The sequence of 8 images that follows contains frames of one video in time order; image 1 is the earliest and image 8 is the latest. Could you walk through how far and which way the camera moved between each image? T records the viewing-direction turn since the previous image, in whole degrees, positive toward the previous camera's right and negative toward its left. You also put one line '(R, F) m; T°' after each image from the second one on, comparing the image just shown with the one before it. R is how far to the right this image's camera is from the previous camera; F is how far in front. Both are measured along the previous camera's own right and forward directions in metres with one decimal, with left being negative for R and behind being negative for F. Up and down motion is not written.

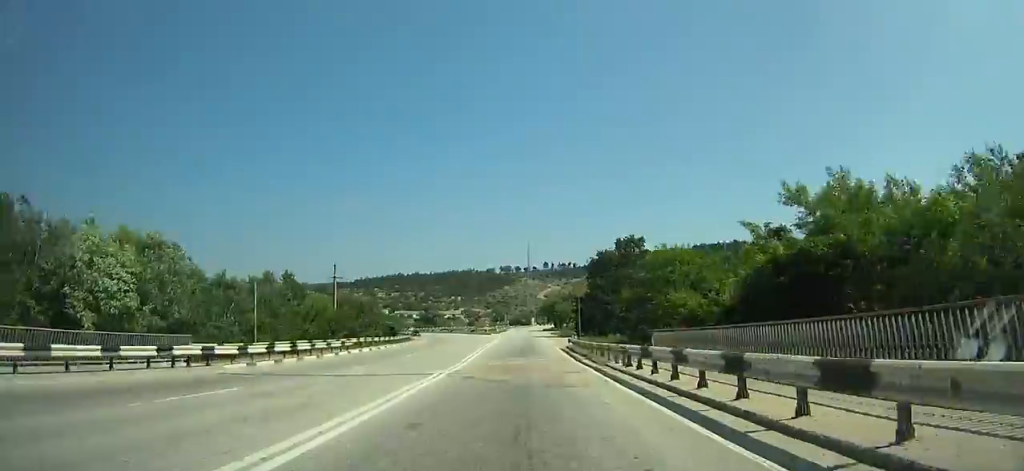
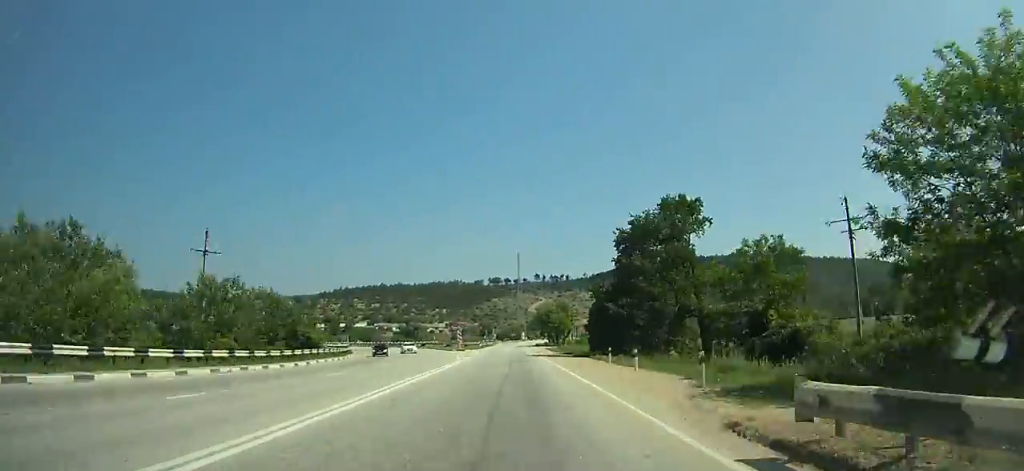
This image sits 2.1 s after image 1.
(+0.1, +34.2) m; 0°
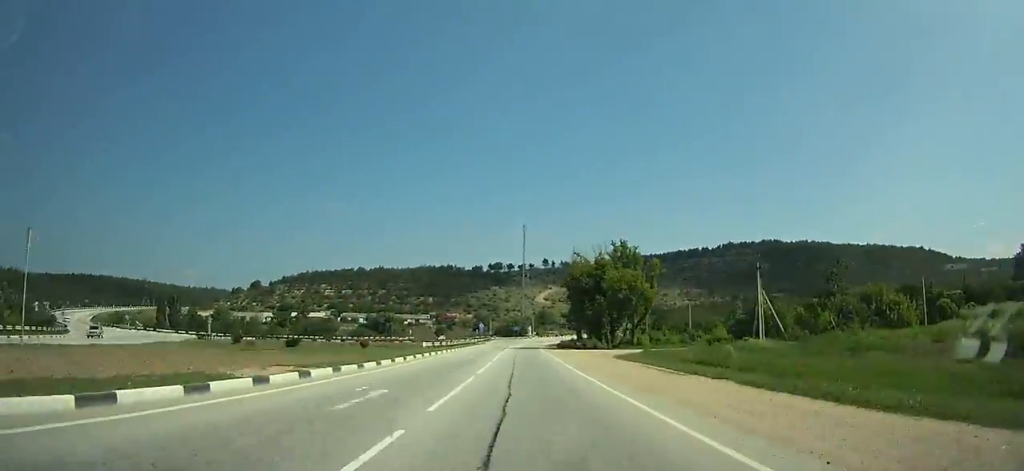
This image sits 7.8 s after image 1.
(0.0, +93.2) m; 0°
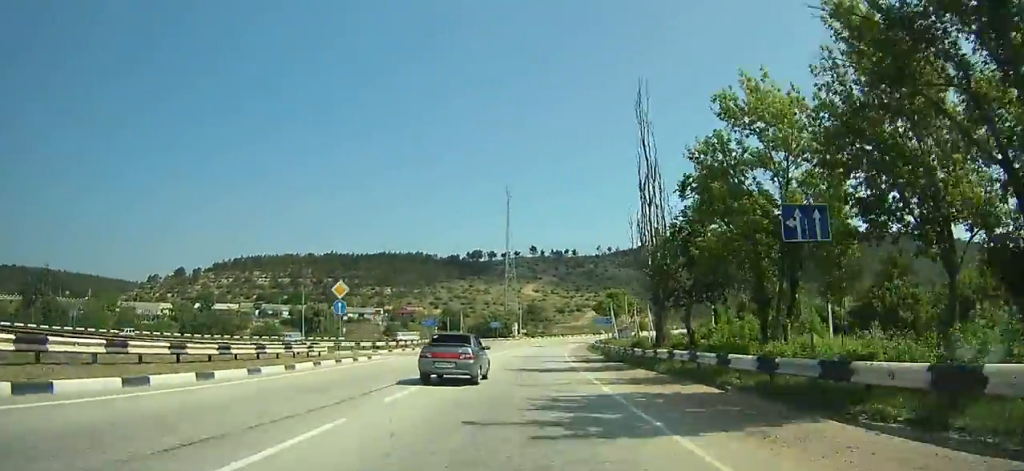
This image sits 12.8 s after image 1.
(+1.0, +81.3) m; +2°
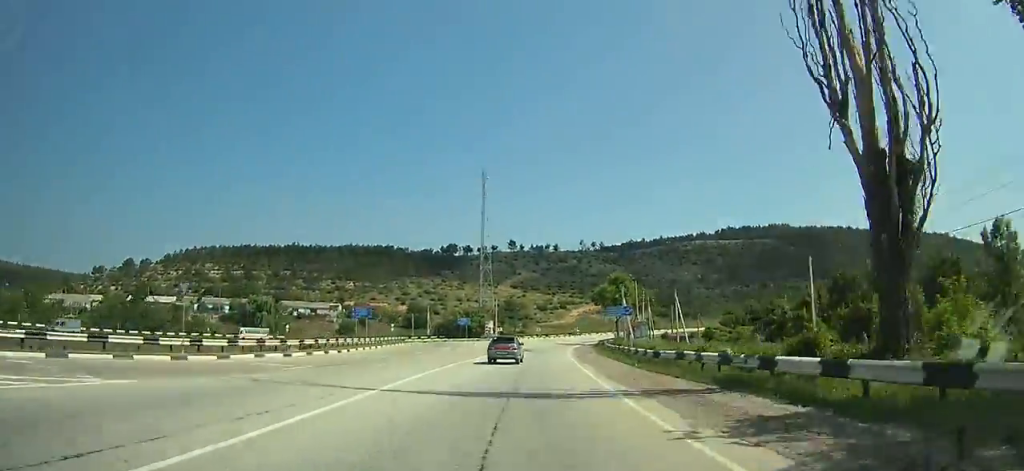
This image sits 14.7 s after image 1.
(+0.2, +30.5) m; +2°
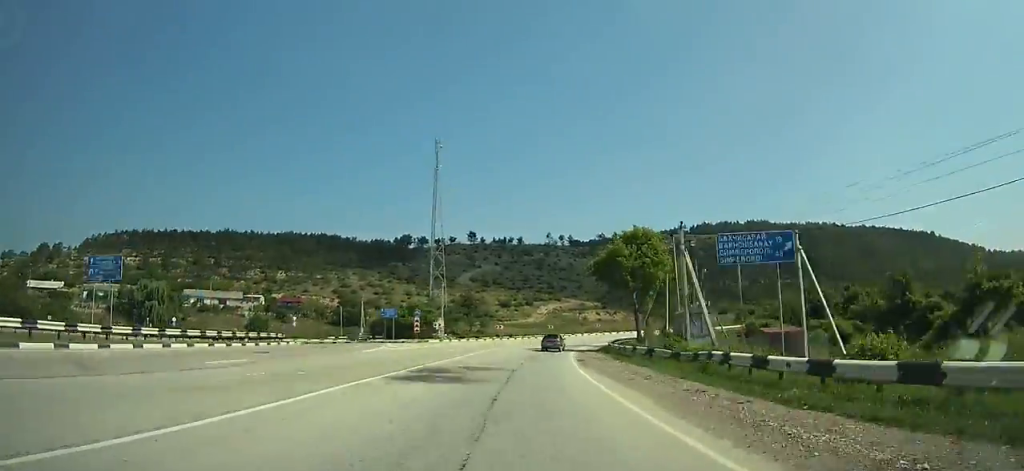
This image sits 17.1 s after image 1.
(+0.5, +37.9) m; +3°
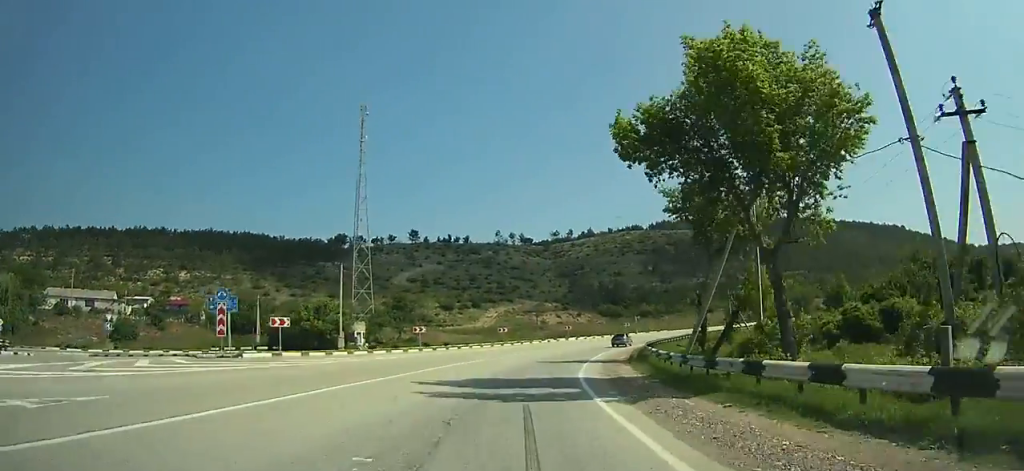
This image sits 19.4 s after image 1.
(+1.7, +35.5) m; +6°
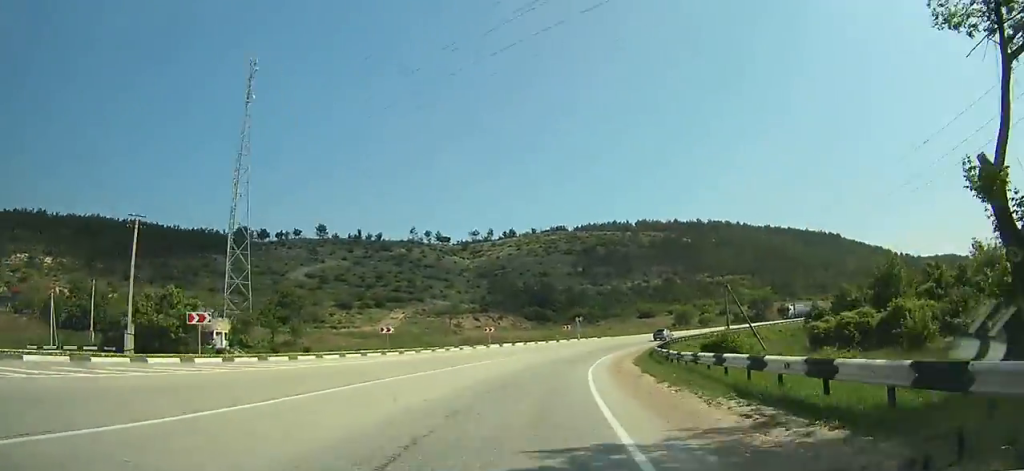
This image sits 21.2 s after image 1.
(+1.3, +27.3) m; +7°
